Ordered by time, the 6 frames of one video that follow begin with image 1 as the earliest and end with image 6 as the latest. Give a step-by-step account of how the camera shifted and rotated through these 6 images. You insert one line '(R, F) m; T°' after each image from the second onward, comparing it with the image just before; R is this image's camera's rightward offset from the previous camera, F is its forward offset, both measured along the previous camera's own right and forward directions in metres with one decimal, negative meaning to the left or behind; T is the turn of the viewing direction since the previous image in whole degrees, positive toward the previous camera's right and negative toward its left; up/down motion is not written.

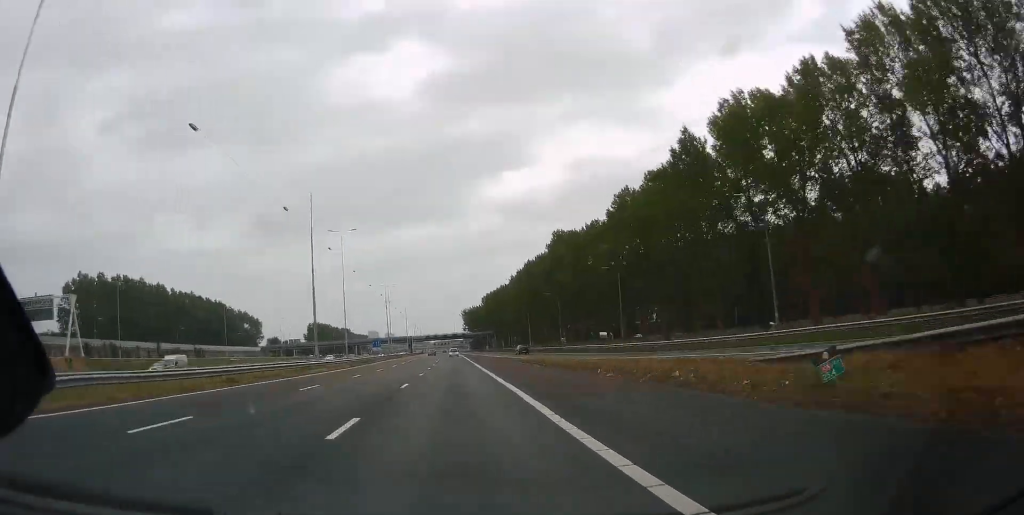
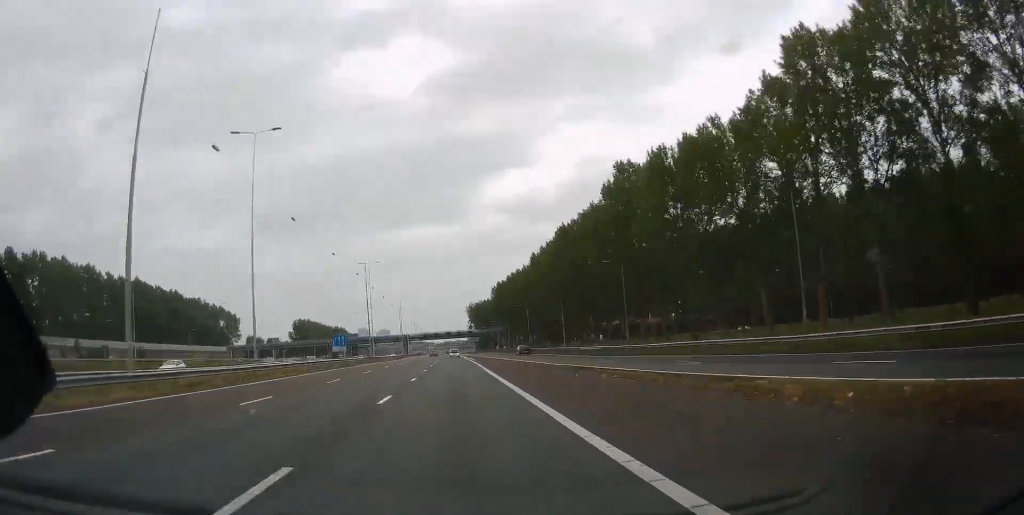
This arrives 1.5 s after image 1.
(-0.3, +42.9) m; 0°
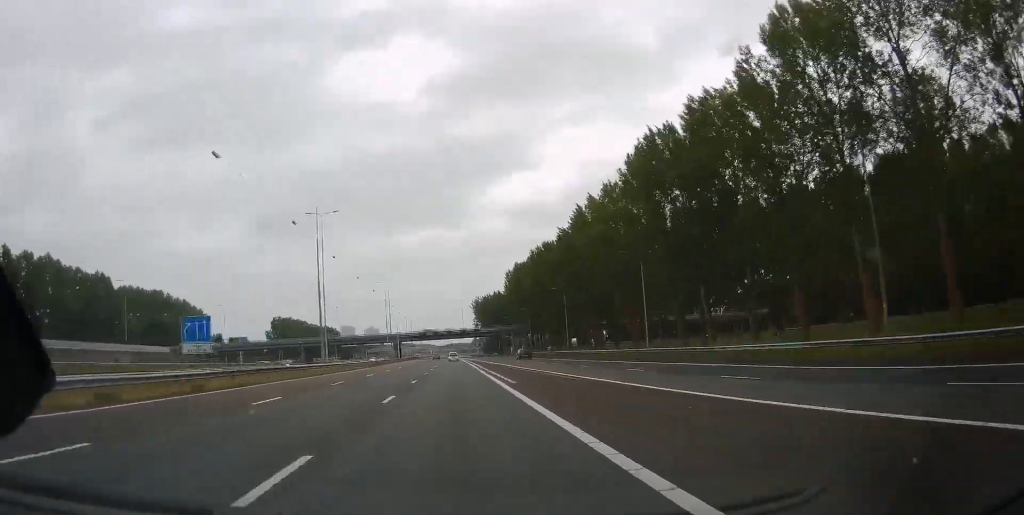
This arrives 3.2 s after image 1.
(0.0, +46.6) m; 0°
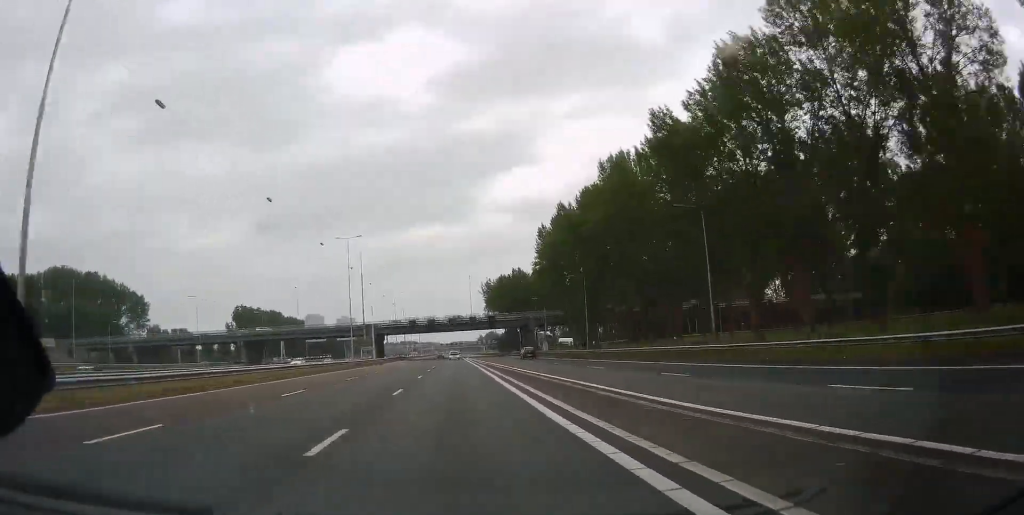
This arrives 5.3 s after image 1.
(-0.1, +57.9) m; -1°
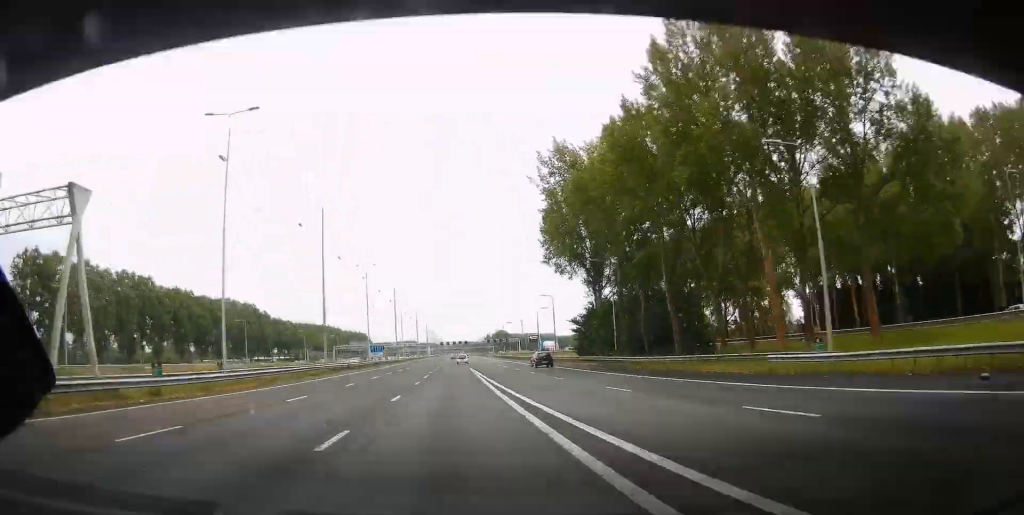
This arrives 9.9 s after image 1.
(-0.5, +130.6) m; 0°
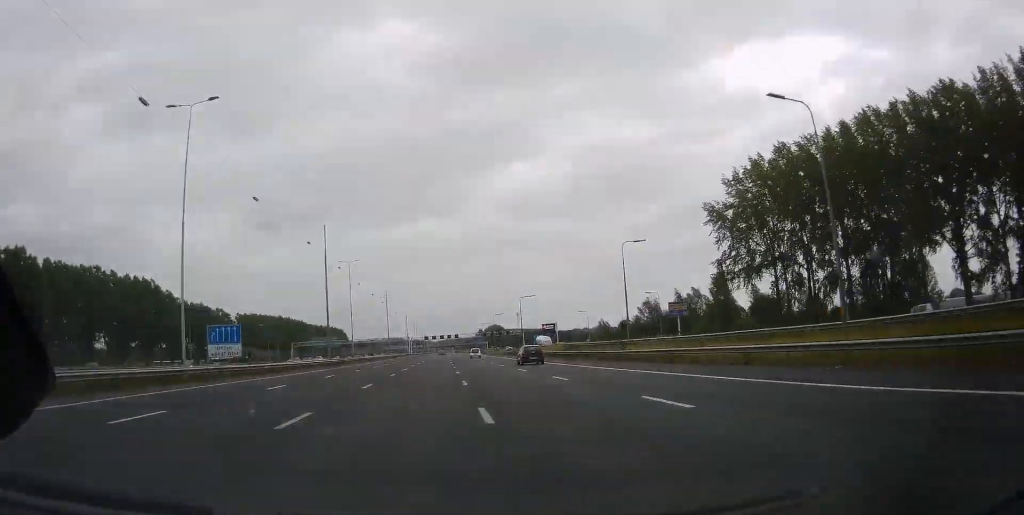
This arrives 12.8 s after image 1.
(+0.3, +80.1) m; 0°
